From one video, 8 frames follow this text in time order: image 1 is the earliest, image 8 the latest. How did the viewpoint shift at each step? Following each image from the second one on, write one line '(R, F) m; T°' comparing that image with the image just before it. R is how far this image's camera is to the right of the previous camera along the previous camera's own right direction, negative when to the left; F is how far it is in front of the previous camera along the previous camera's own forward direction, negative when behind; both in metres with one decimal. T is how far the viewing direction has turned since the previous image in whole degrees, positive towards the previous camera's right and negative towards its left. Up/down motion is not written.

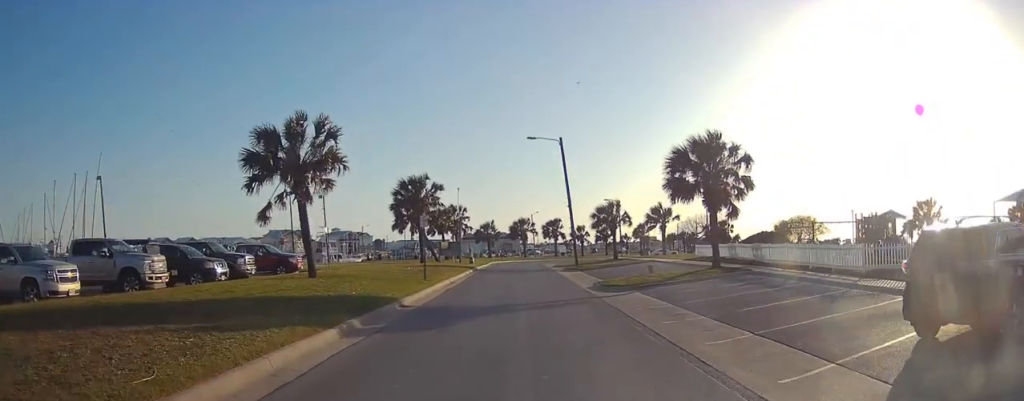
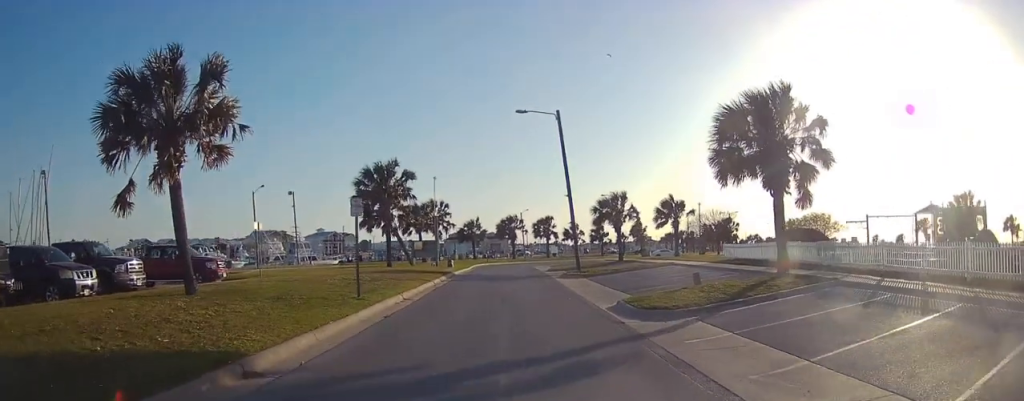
(-1.0, +7.9) m; -4°
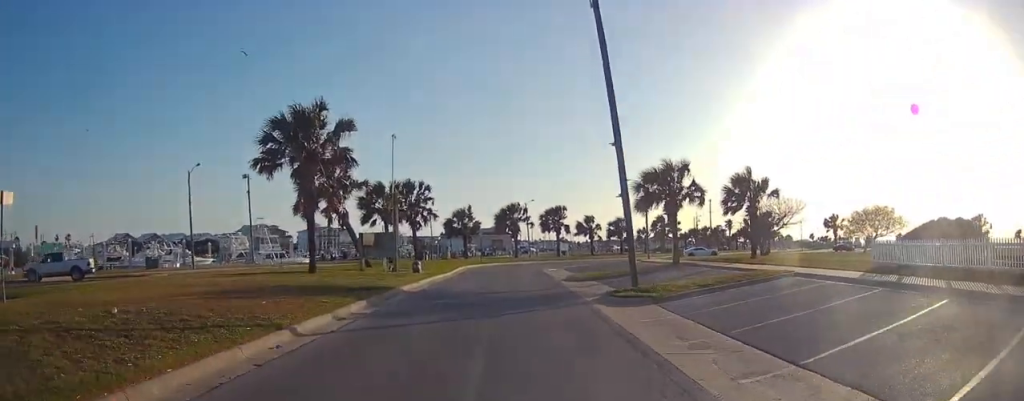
(+1.2, +16.1) m; +3°
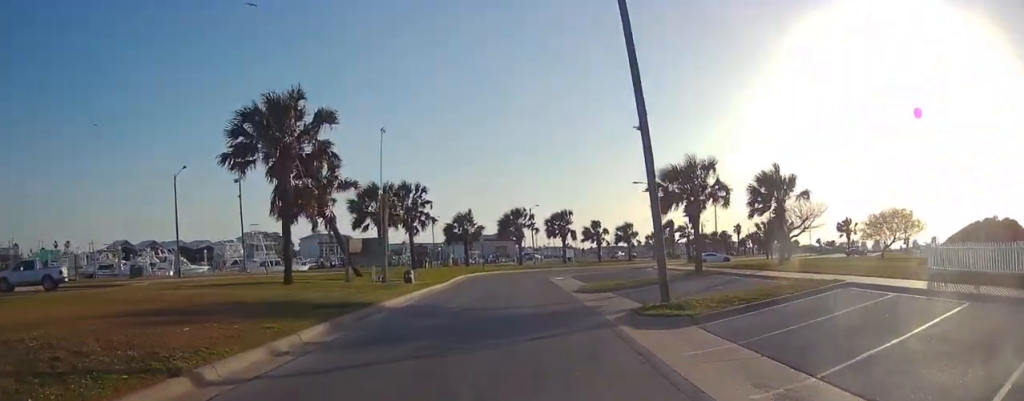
(-0.1, +3.7) m; -1°
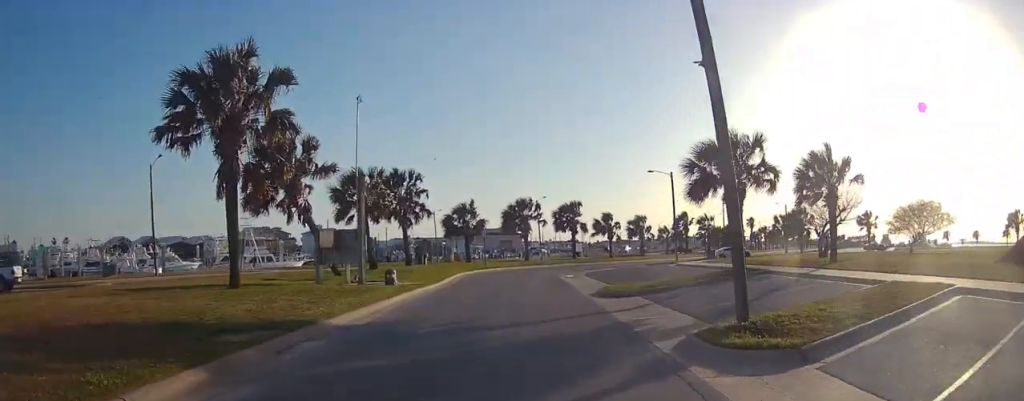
(-0.1, +5.7) m; -1°
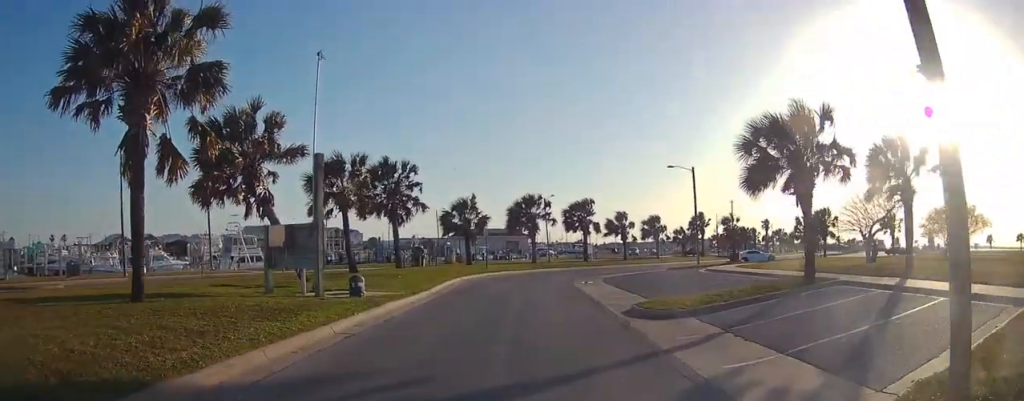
(0.0, +6.4) m; 0°
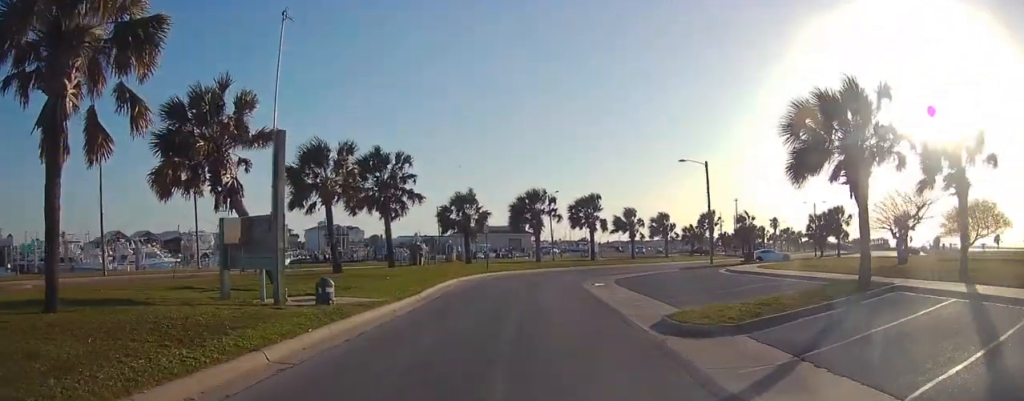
(0.0, +3.7) m; 0°
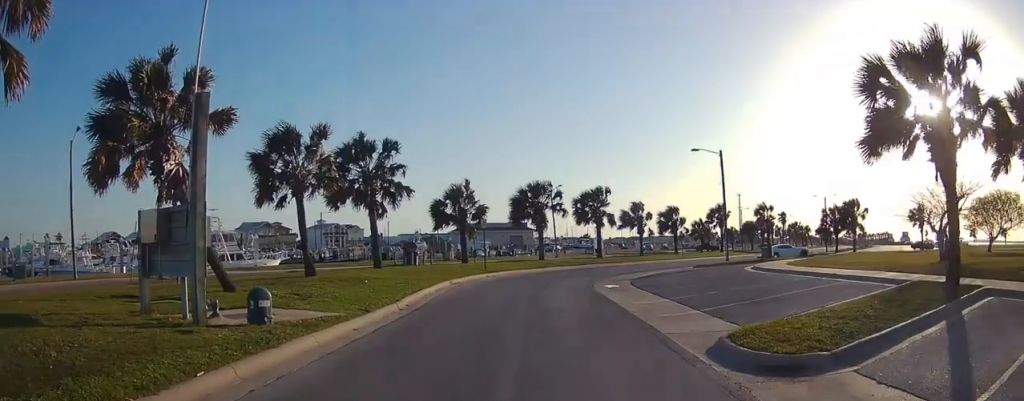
(0.0, +4.5) m; 0°
